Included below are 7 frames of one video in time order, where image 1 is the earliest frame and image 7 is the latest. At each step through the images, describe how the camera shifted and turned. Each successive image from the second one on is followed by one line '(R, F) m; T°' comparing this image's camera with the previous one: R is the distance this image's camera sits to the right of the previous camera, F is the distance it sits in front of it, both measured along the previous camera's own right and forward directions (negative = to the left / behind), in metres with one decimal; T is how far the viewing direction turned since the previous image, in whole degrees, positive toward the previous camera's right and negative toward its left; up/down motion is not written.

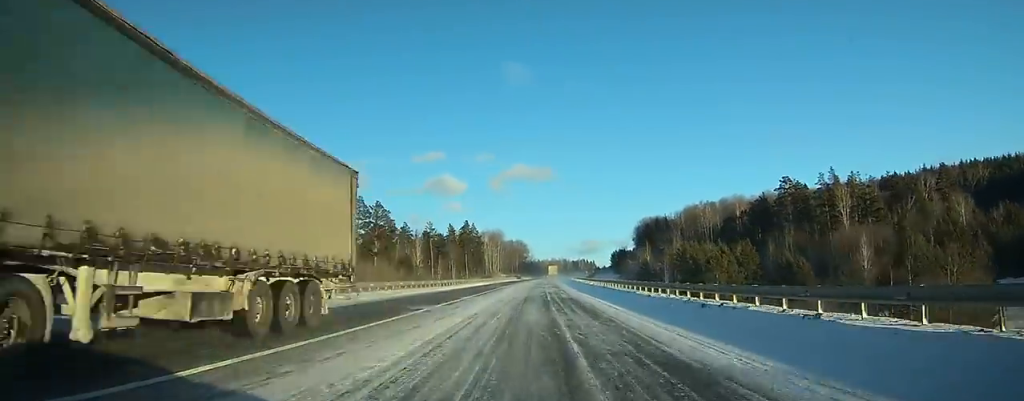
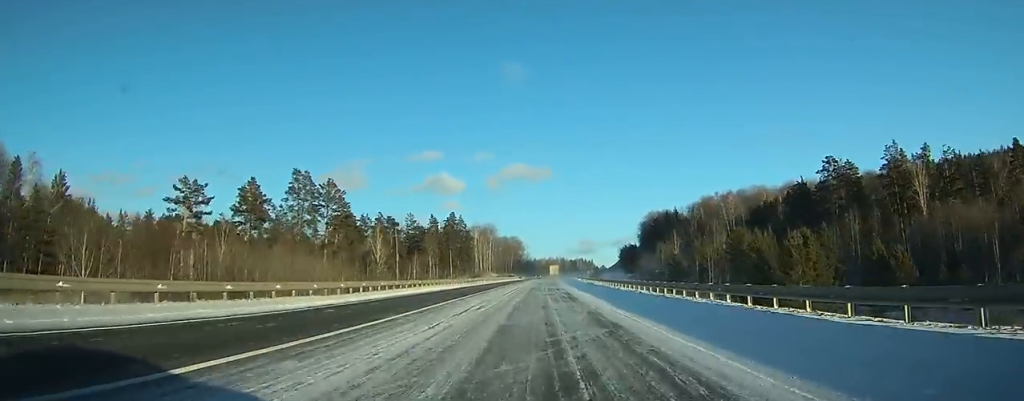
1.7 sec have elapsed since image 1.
(+0.2, +33.1) m; +1°
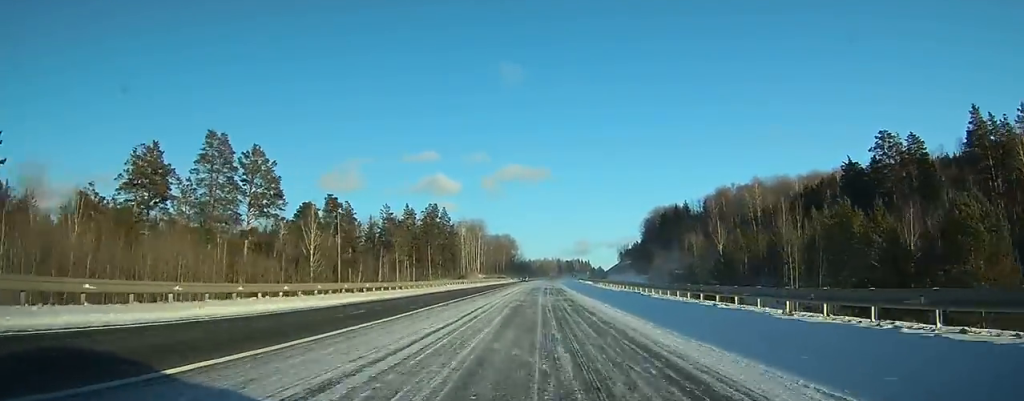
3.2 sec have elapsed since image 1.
(+0.2, +30.5) m; 0°
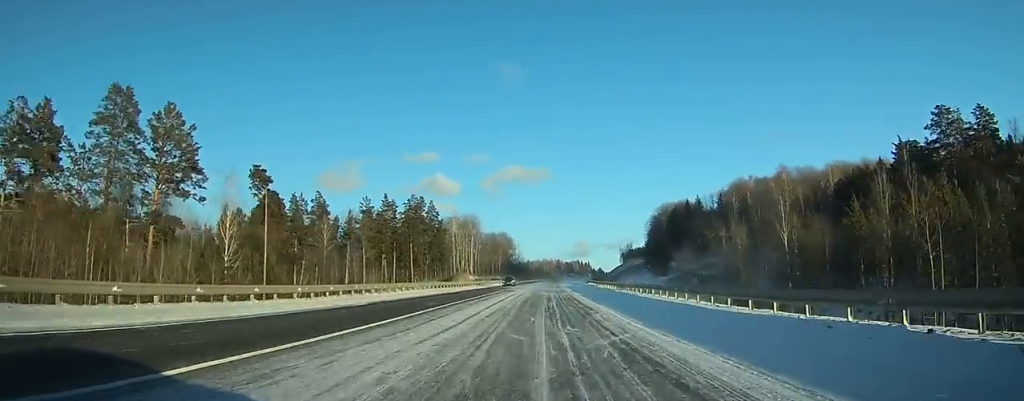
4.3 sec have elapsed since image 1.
(+0.1, +22.6) m; 0°
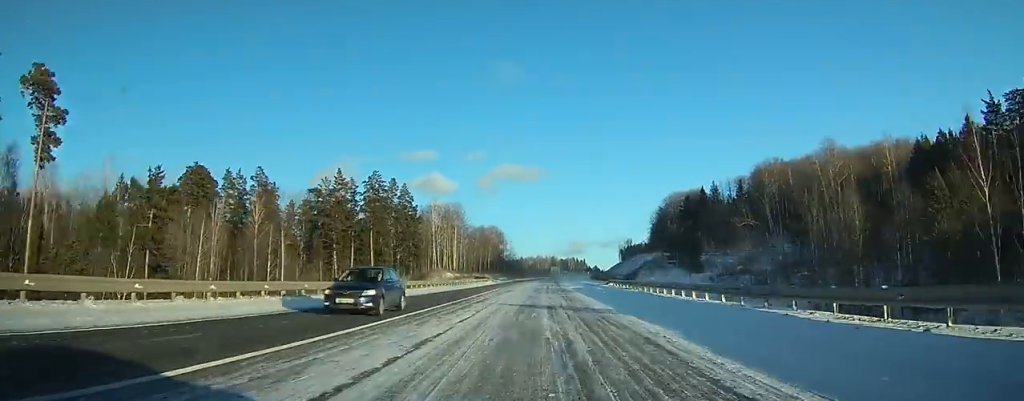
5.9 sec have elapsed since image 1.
(0.0, +30.8) m; 0°
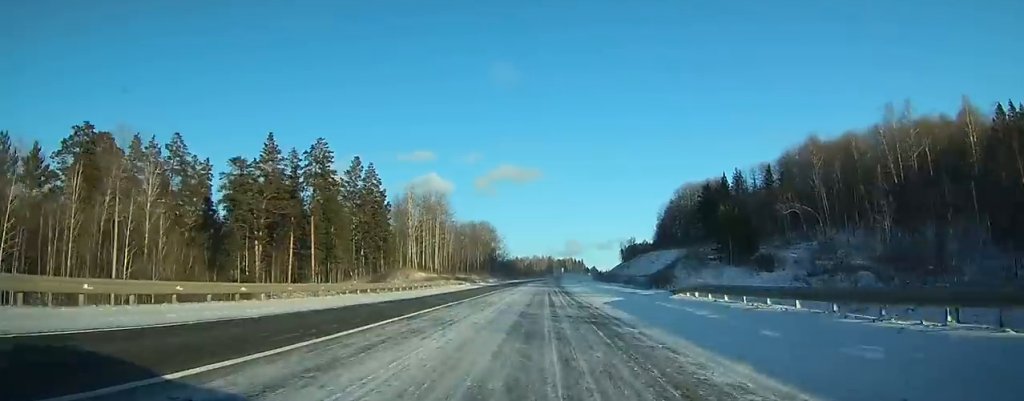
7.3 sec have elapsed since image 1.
(+0.2, +29.6) m; +1°
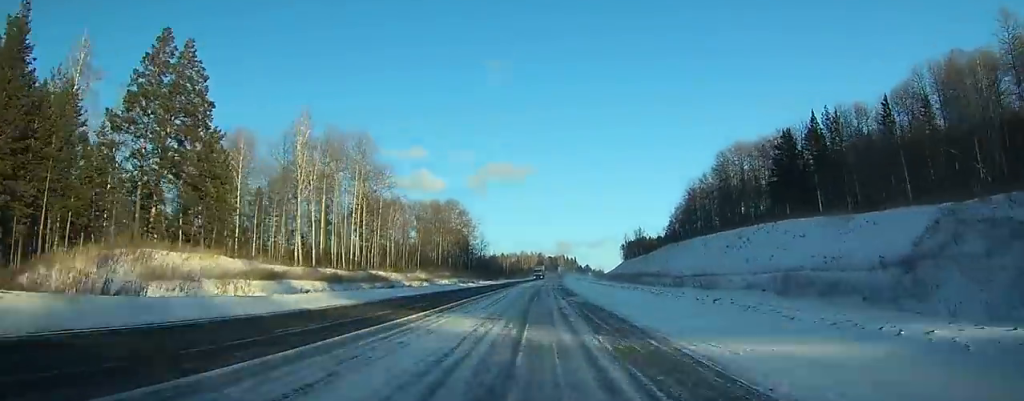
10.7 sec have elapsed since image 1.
(+0.6, +69.4) m; +1°
